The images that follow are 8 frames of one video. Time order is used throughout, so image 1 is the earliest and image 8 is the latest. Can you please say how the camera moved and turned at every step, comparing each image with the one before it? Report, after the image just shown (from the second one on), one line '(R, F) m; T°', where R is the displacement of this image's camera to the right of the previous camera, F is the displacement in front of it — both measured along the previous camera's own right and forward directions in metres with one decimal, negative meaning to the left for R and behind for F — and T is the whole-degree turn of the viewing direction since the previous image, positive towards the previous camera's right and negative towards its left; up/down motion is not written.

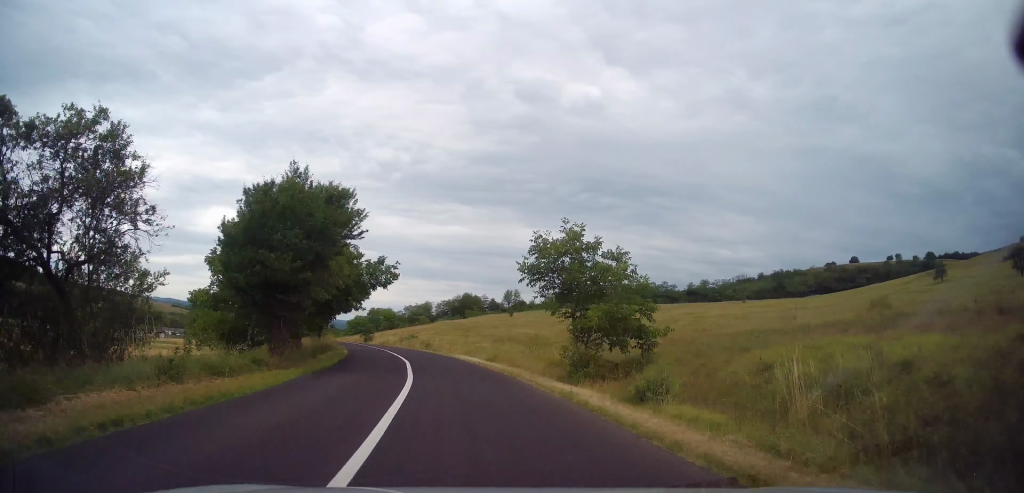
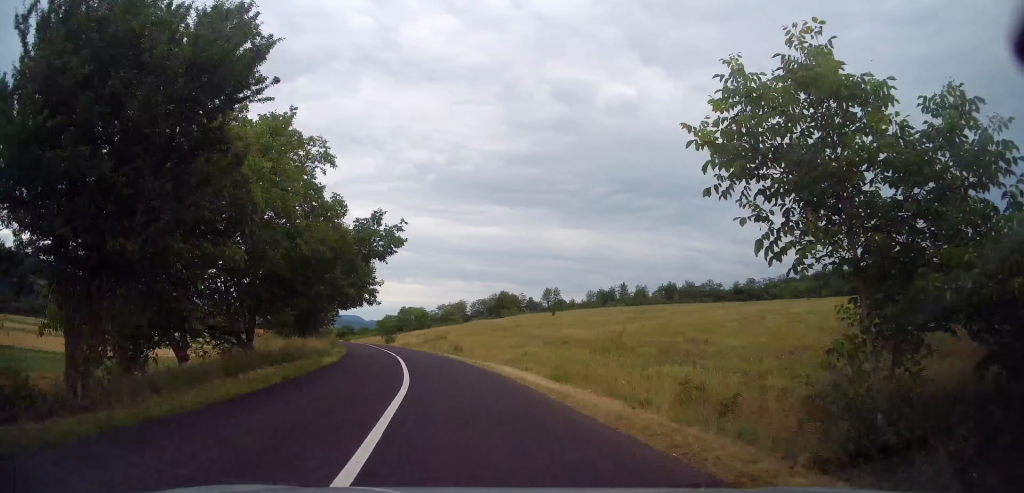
(-0.2, +11.8) m; -3°
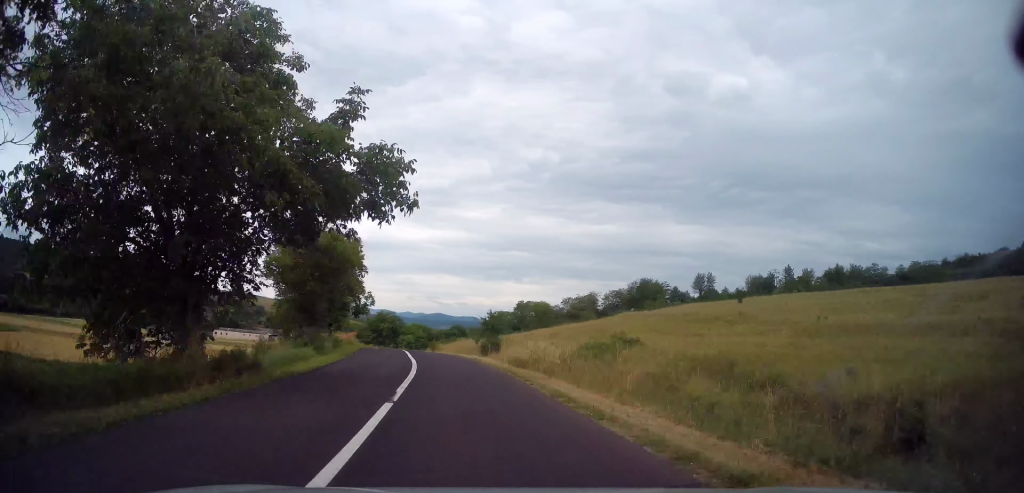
(-4.2, +37.7) m; -12°
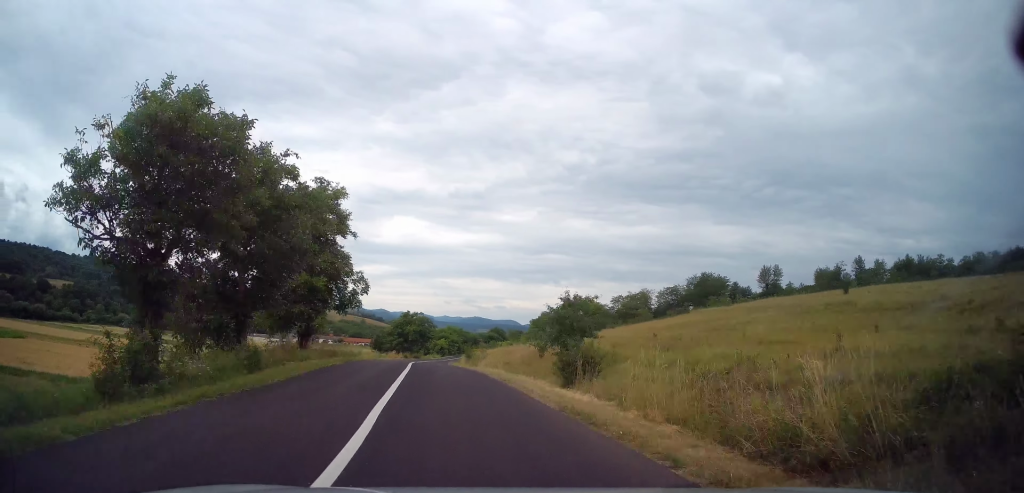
(-0.8, +17.0) m; -4°
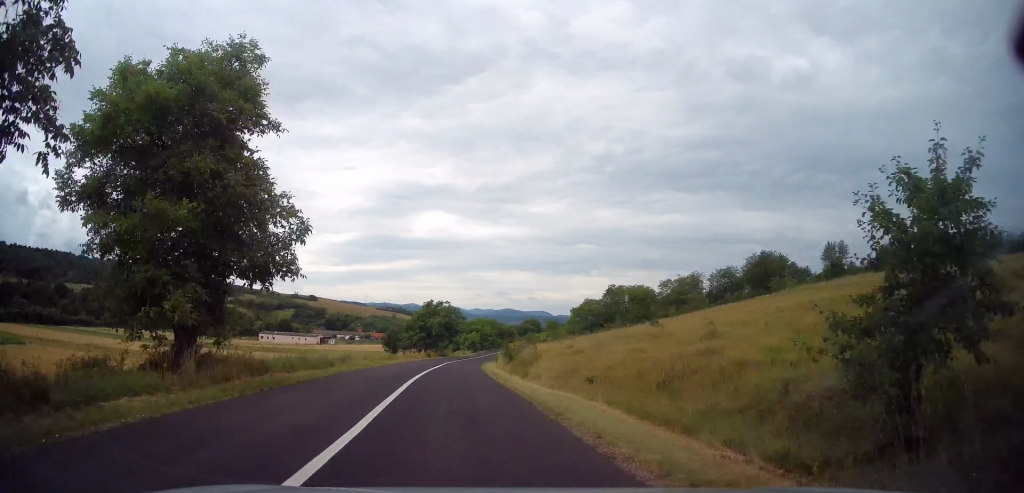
(-0.5, +15.3) m; -2°
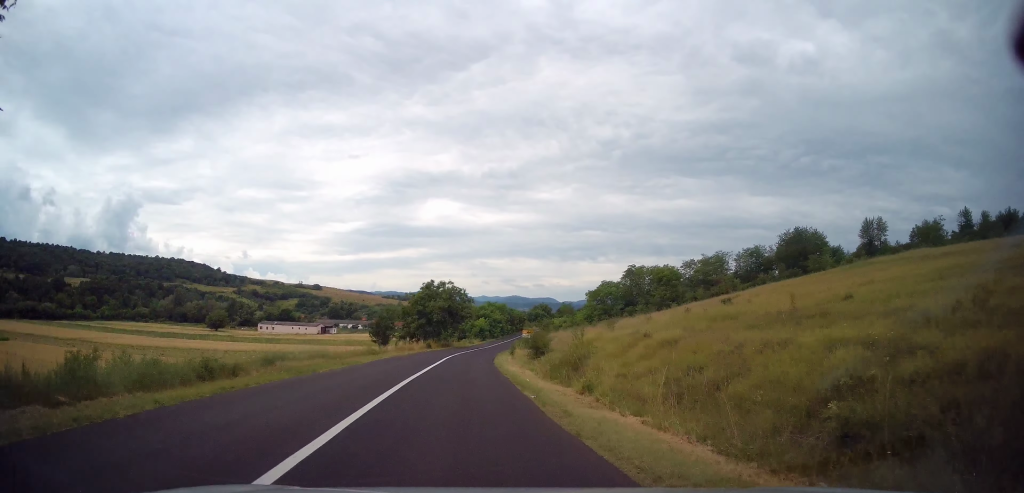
(0.0, +11.5) m; 0°
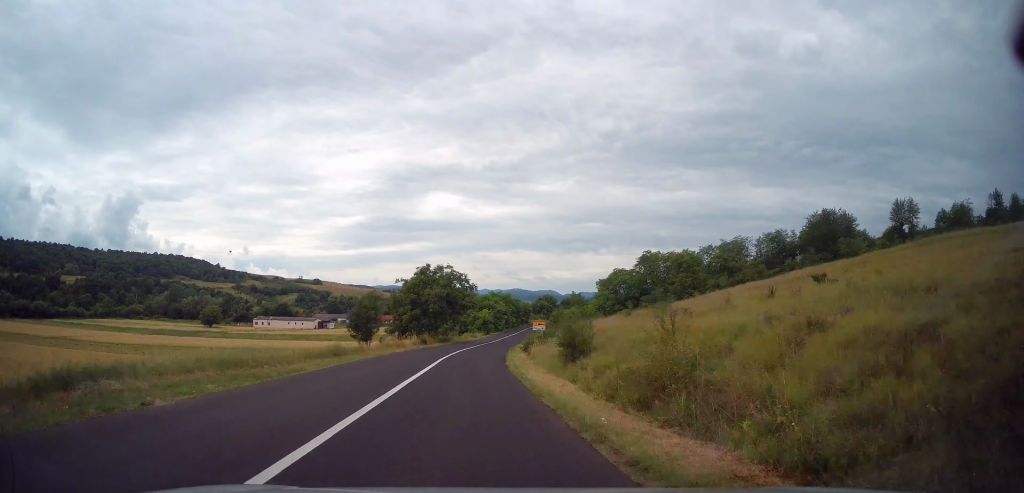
(0.0, +9.4) m; 0°
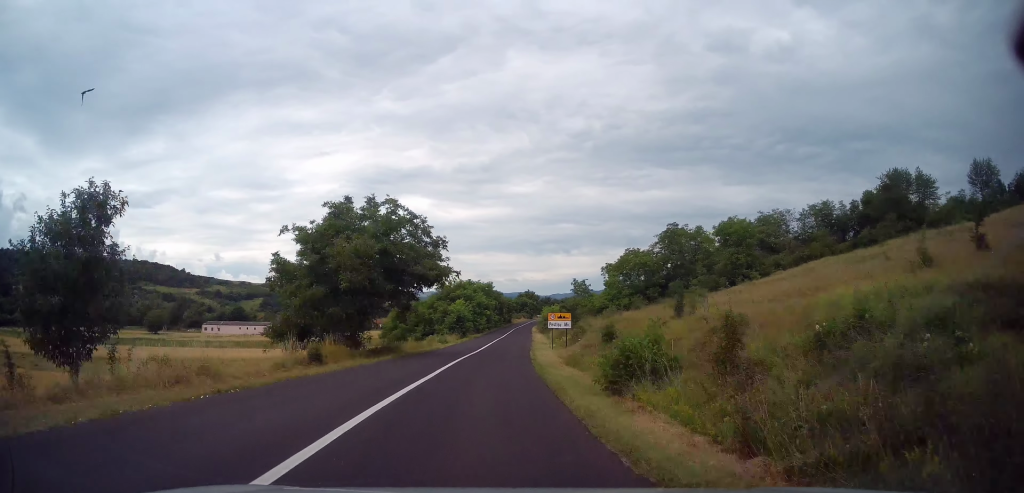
(+0.3, +27.9) m; +2°
